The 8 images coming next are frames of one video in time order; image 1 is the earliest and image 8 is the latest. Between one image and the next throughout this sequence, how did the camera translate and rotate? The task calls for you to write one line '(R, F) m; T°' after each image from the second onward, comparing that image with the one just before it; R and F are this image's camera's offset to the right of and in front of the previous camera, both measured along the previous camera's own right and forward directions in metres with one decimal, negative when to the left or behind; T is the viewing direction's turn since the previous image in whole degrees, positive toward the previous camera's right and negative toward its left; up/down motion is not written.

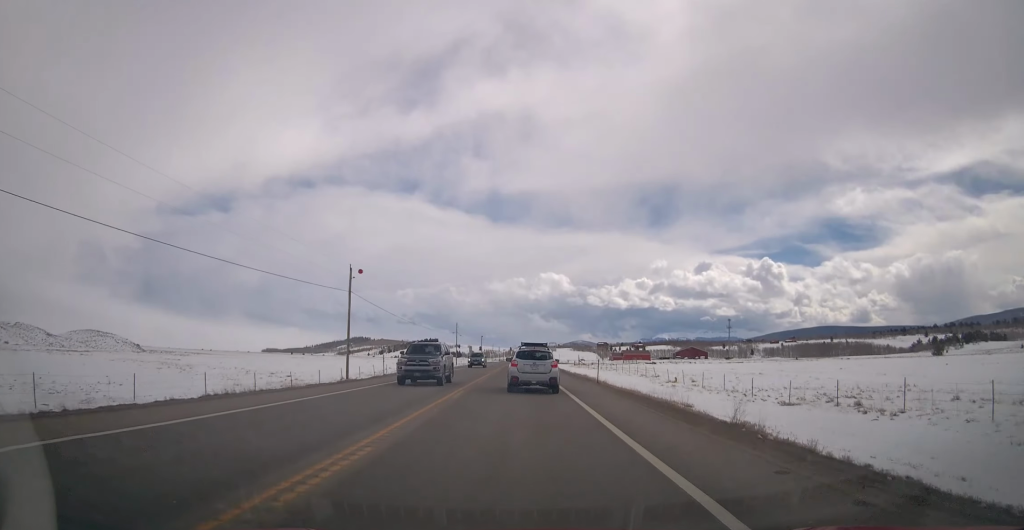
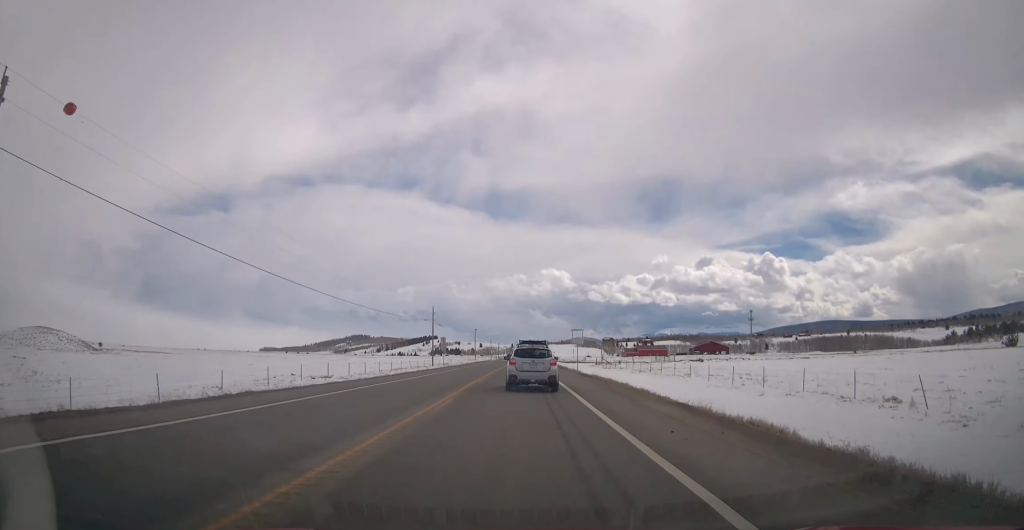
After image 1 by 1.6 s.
(-0.1, +40.2) m; 0°
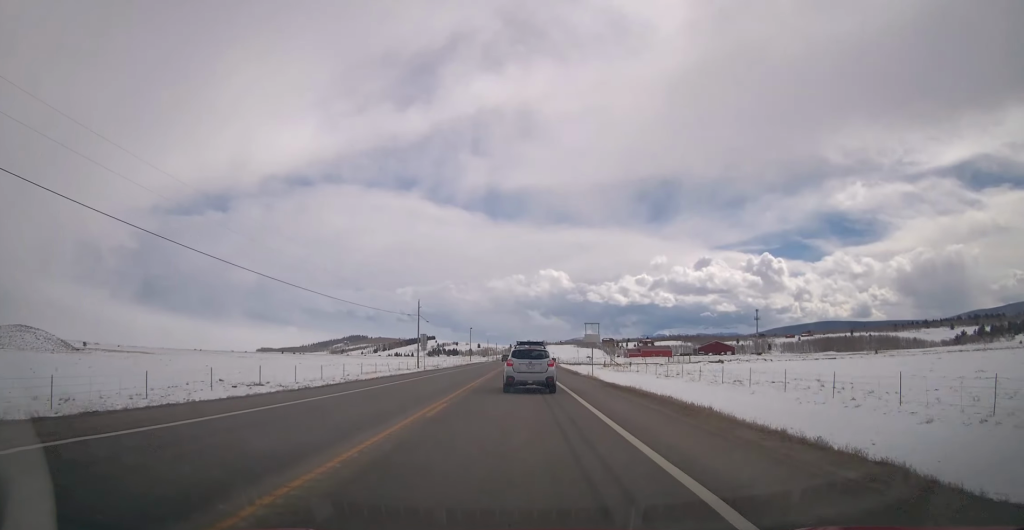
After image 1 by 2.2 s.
(0.0, +13.3) m; 0°
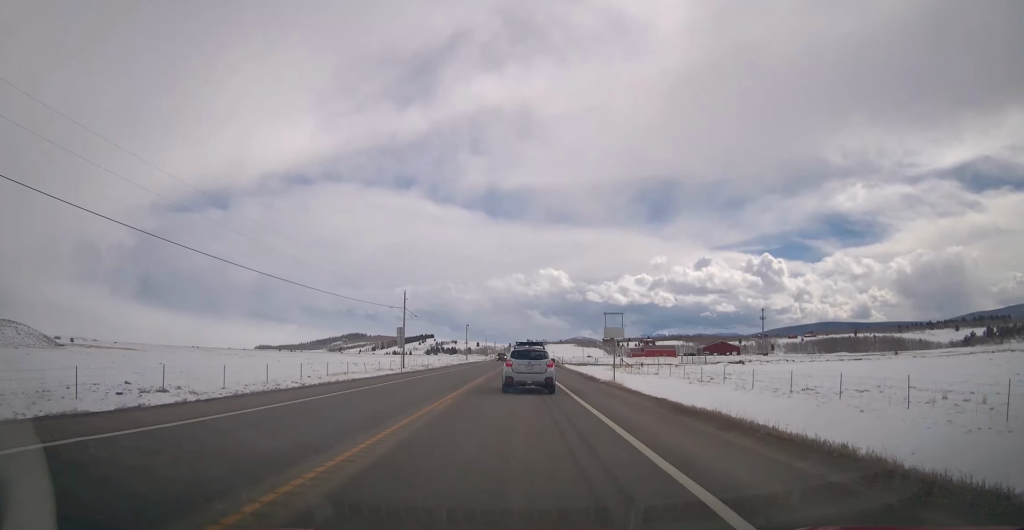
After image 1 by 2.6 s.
(0.0, +10.8) m; 0°
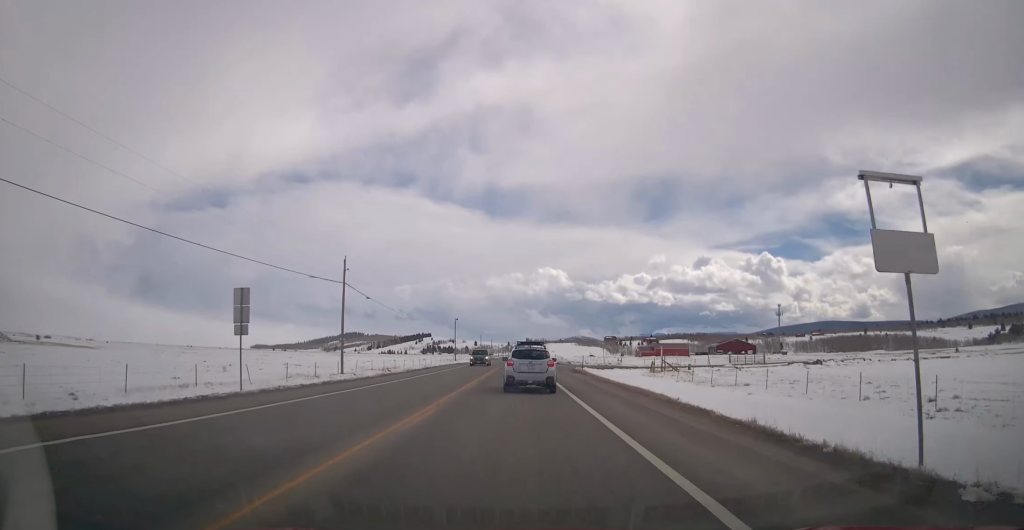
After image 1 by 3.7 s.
(0.0, +27.9) m; +1°
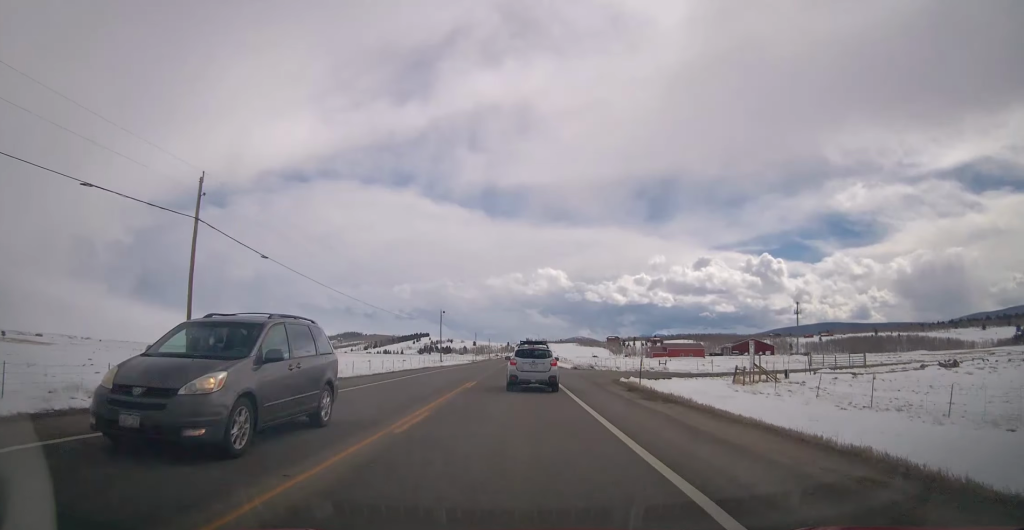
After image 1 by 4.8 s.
(+0.4, +25.7) m; +1°
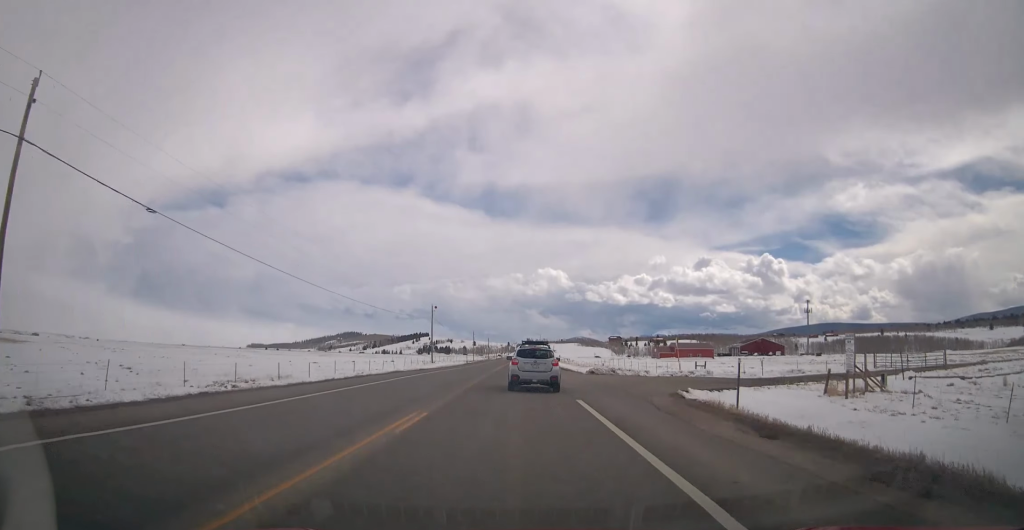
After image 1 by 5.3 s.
(+0.2, +12.2) m; 0°
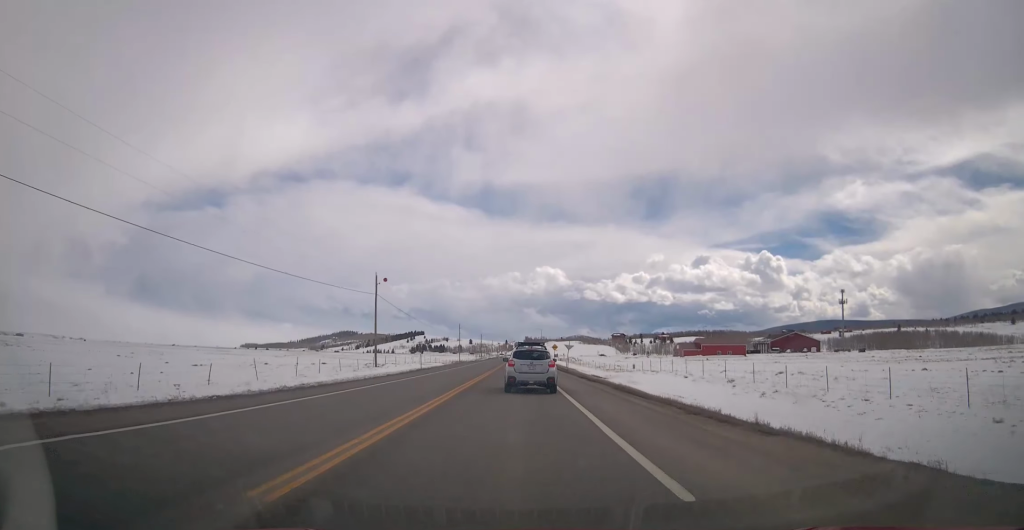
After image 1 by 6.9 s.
(-1.0, +40.2) m; -2°
